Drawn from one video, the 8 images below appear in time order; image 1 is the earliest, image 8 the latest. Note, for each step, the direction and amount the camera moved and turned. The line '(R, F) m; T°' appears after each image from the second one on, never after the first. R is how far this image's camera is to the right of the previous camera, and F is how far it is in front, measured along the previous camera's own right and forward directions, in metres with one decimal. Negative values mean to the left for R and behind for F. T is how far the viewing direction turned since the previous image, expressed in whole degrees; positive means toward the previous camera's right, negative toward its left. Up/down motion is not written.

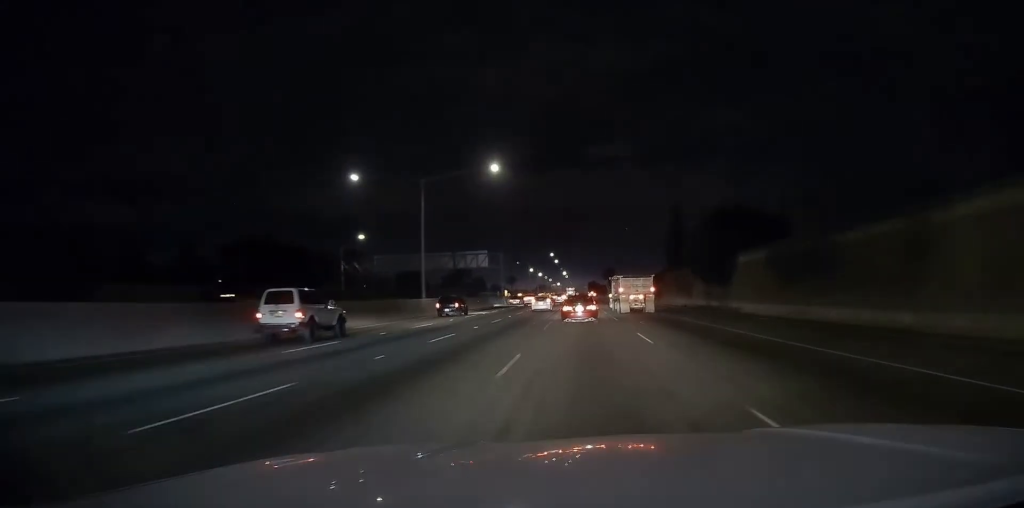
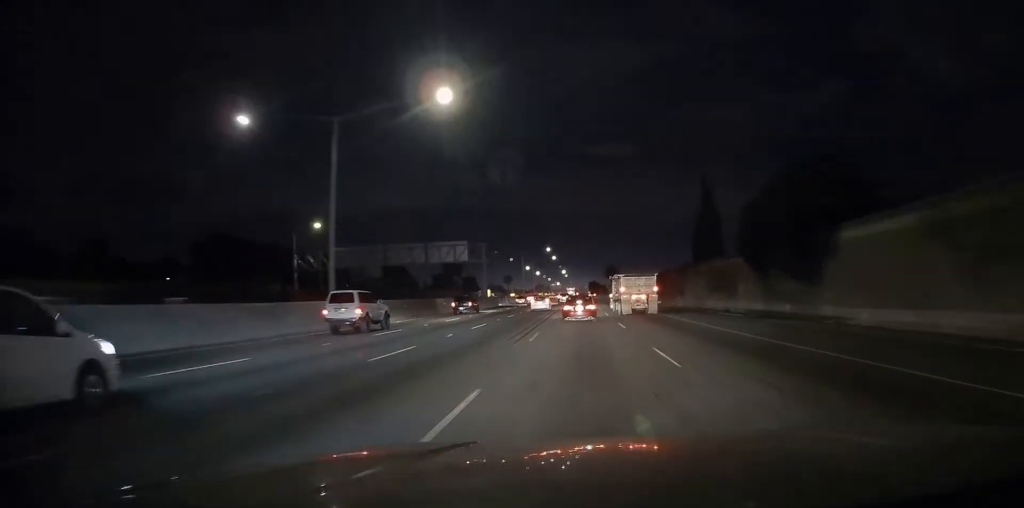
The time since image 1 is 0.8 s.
(+0.1, +20.8) m; 0°
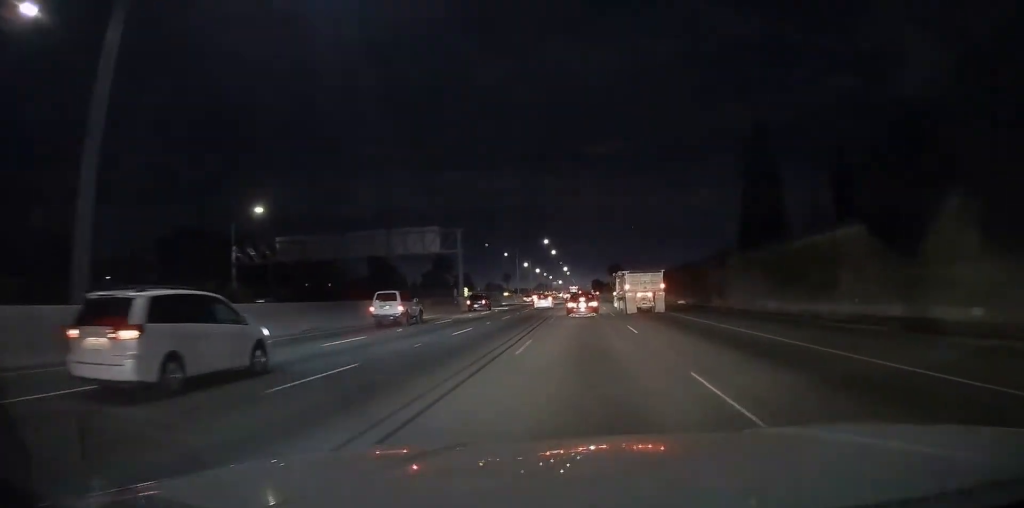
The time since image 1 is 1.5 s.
(-0.1, +19.9) m; -1°
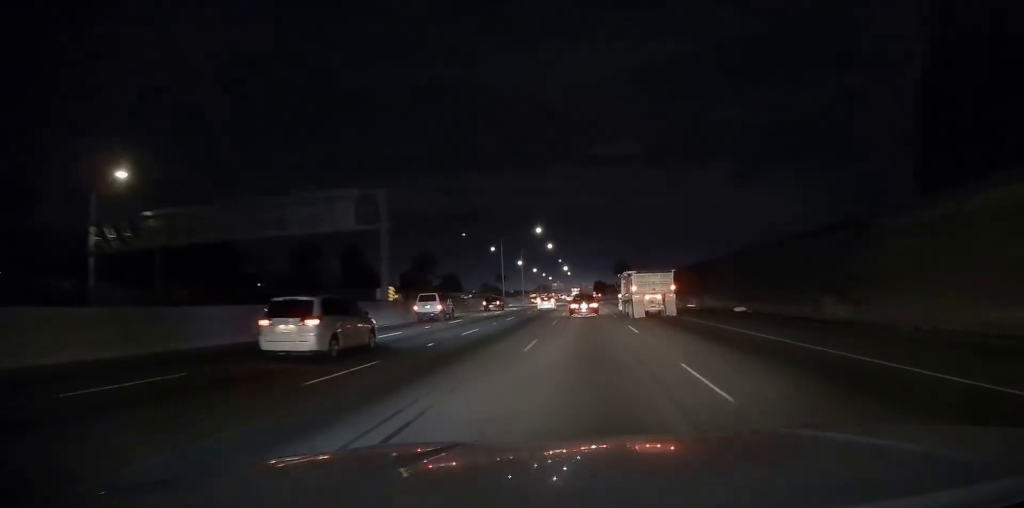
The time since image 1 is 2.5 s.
(-0.3, +28.3) m; 0°
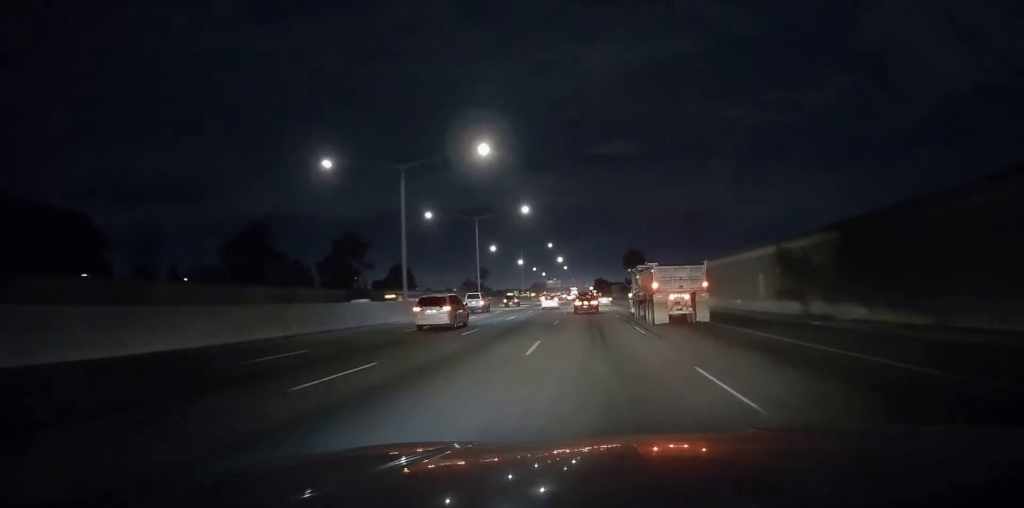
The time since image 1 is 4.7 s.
(+0.3, +60.3) m; 0°
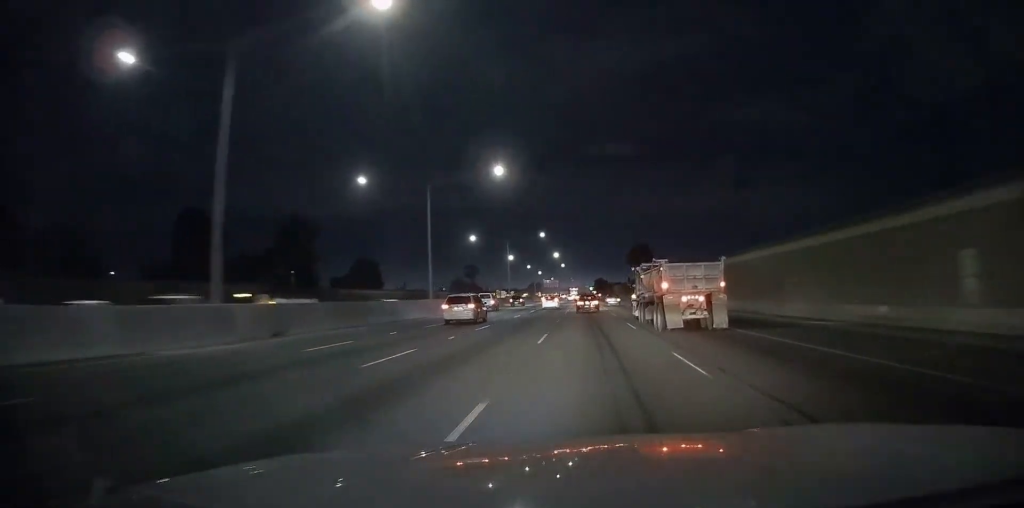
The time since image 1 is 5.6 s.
(+0.4, +26.2) m; 0°
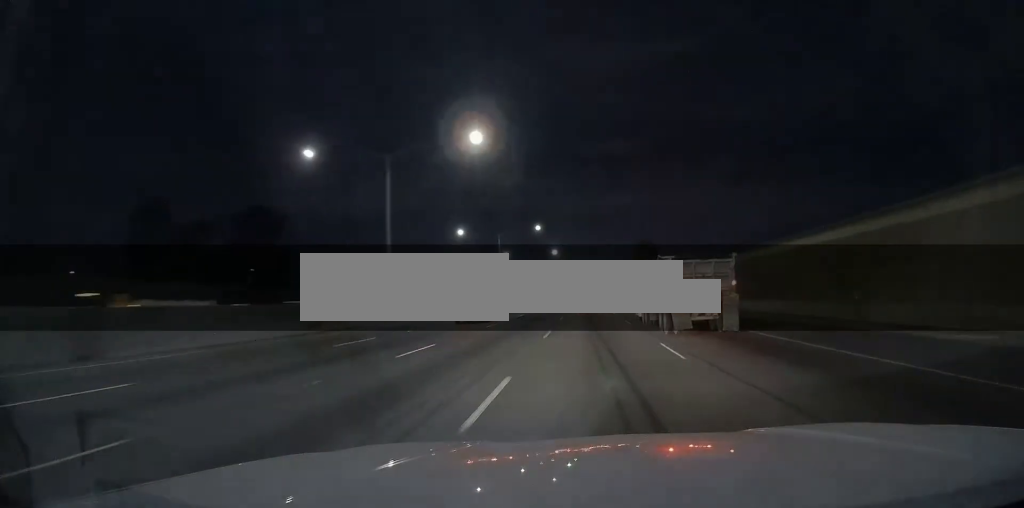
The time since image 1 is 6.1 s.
(-0.1, +12.2) m; 0°
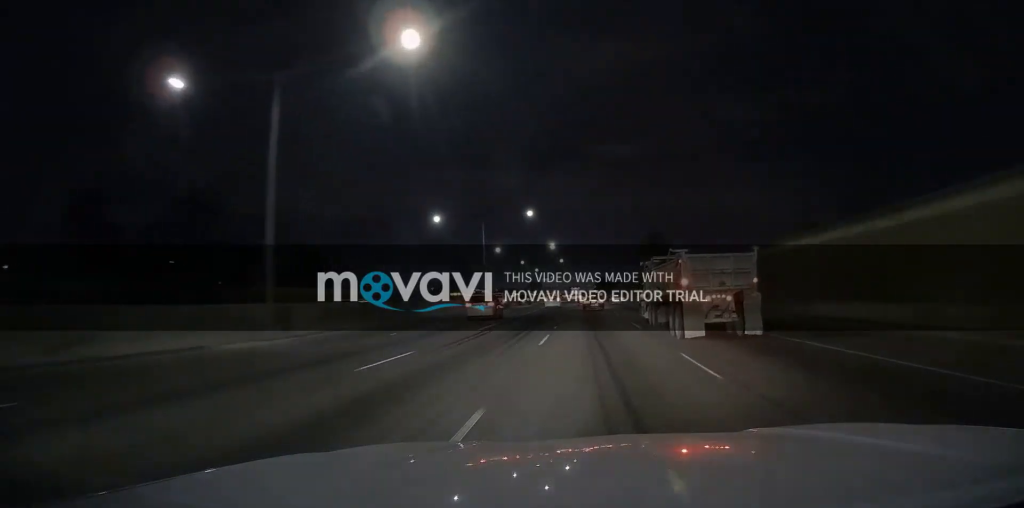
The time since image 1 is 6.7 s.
(-0.2, +17.9) m; -1°
